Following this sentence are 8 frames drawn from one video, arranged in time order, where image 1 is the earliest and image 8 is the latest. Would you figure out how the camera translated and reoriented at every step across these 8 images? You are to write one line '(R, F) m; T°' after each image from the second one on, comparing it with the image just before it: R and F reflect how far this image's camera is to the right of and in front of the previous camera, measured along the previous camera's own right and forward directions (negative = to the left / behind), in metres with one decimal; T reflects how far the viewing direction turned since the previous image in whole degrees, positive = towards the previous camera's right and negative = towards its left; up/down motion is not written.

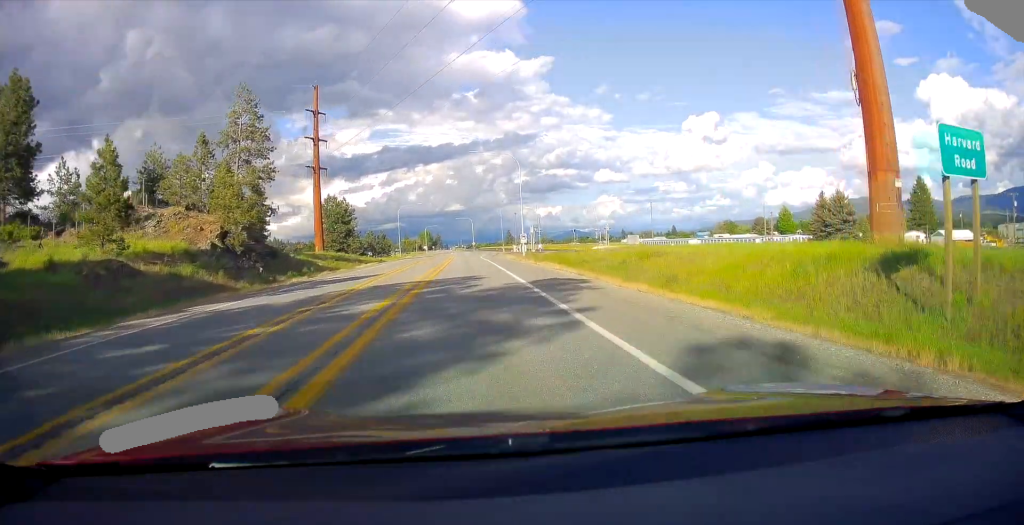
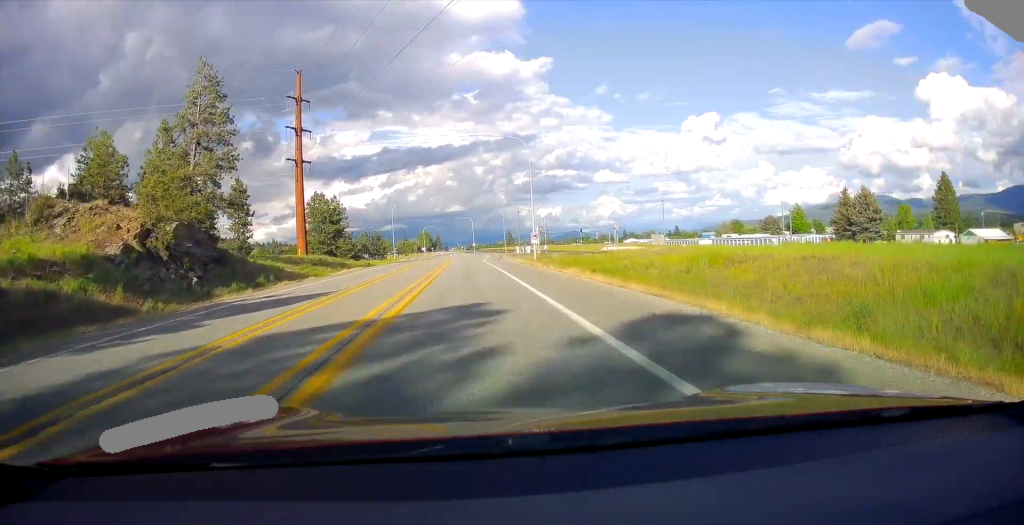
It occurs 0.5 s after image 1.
(-0.2, +11.8) m; -1°
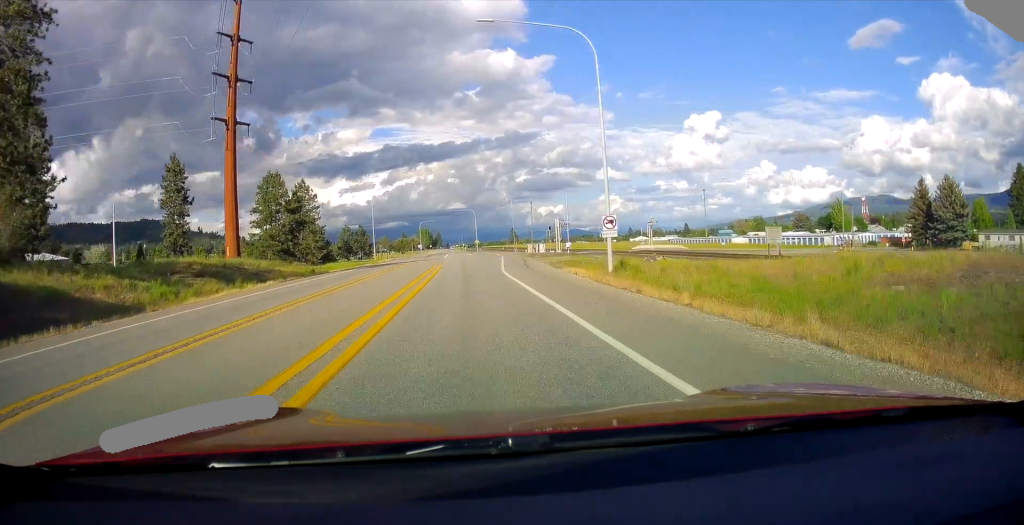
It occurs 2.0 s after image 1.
(+0.4, +31.8) m; +2°
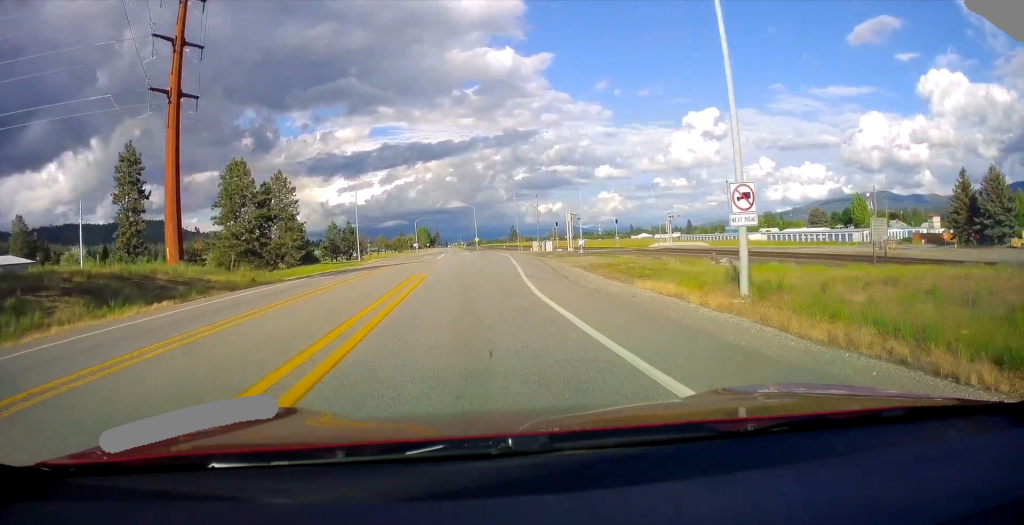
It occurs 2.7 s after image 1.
(+0.2, +15.5) m; 0°
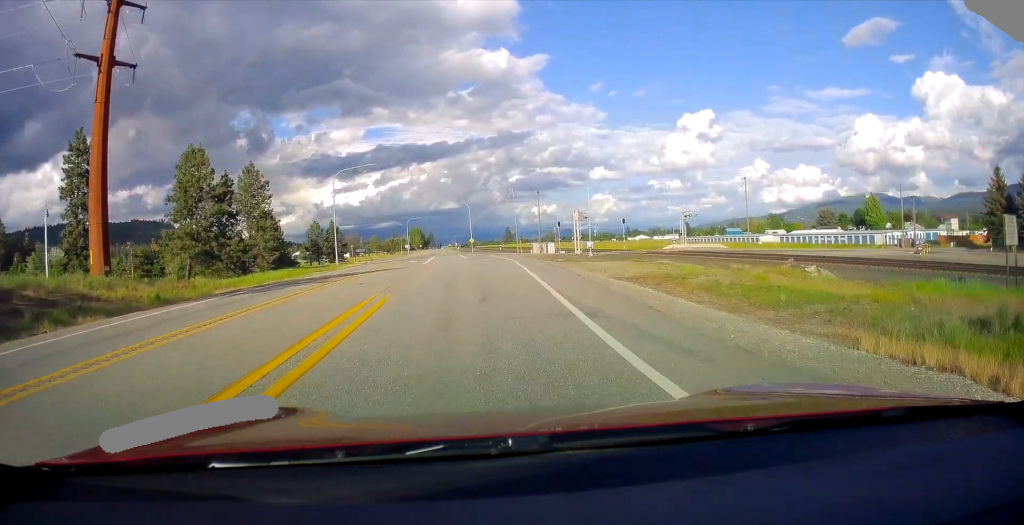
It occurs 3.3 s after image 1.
(-0.1, +11.9) m; 0°
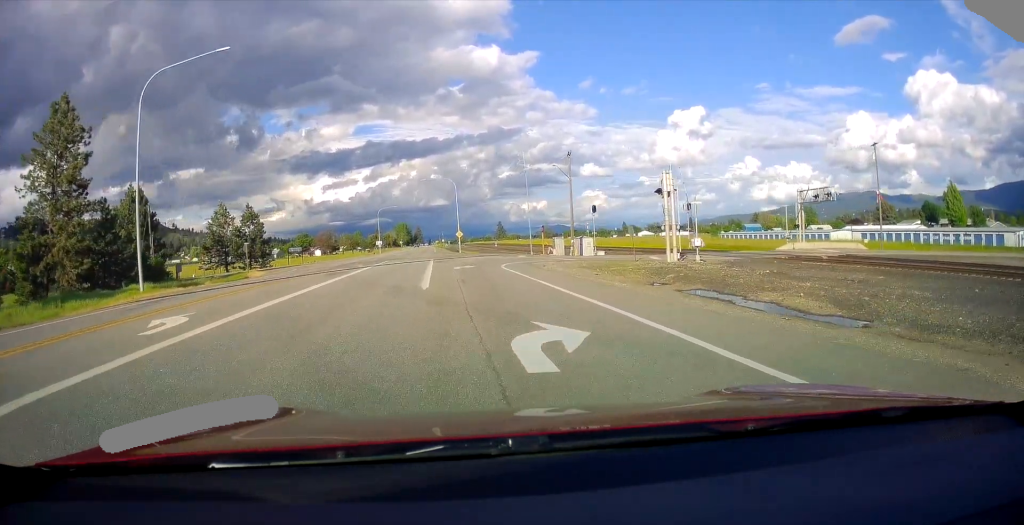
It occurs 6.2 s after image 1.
(+0.2, +49.3) m; 0°
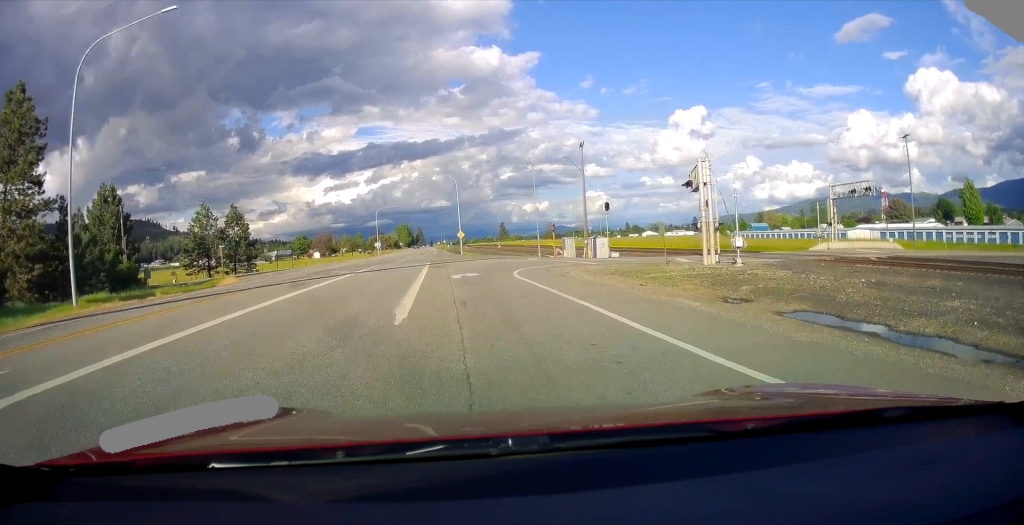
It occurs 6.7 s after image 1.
(0.0, +7.5) m; 0°
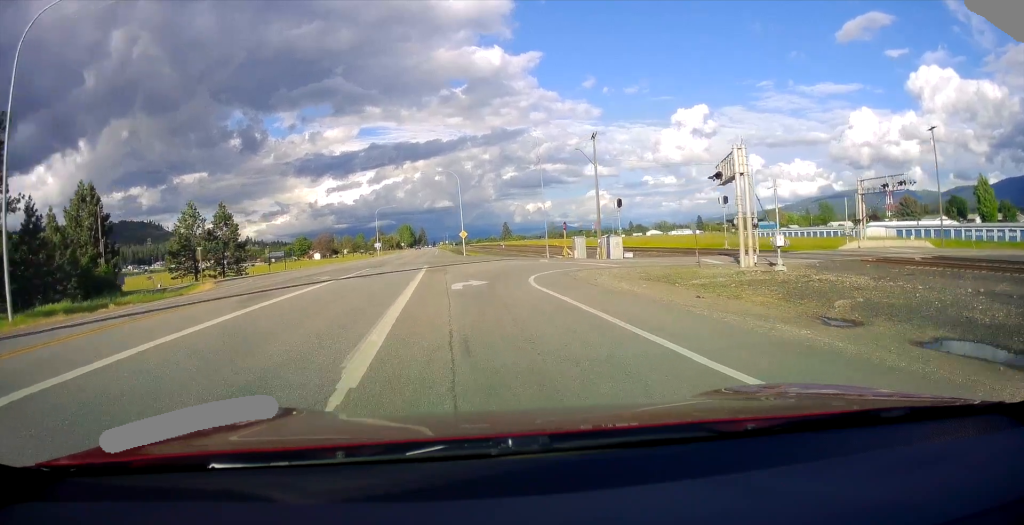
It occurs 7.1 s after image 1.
(+0.1, +5.9) m; 0°
